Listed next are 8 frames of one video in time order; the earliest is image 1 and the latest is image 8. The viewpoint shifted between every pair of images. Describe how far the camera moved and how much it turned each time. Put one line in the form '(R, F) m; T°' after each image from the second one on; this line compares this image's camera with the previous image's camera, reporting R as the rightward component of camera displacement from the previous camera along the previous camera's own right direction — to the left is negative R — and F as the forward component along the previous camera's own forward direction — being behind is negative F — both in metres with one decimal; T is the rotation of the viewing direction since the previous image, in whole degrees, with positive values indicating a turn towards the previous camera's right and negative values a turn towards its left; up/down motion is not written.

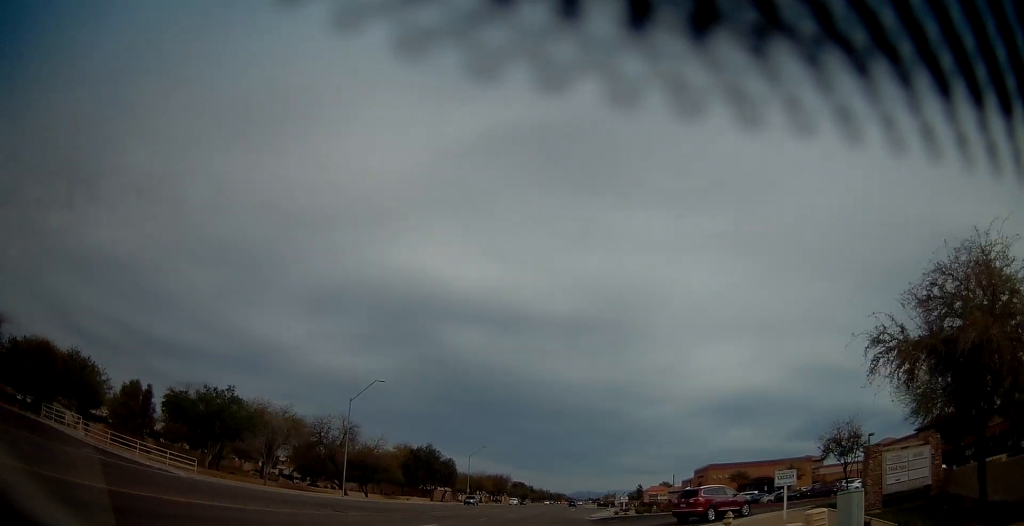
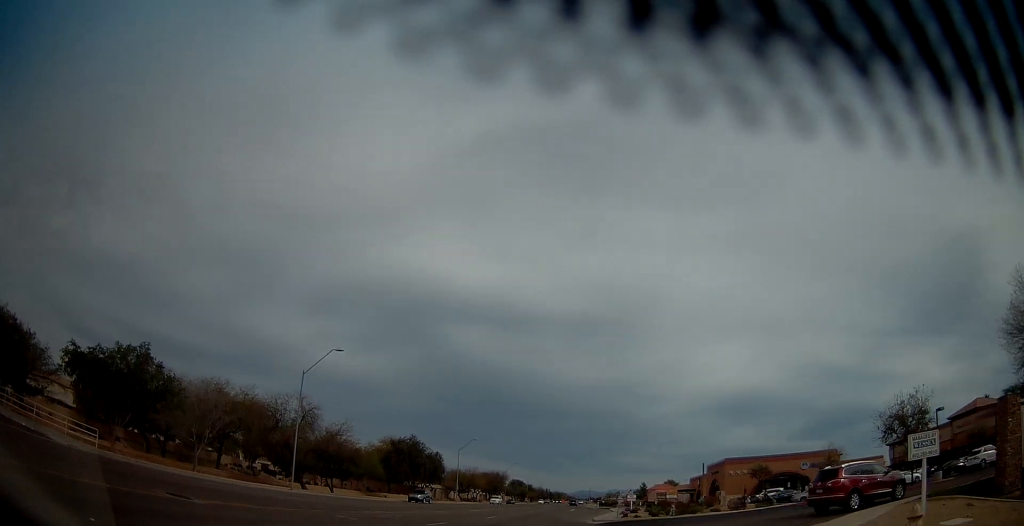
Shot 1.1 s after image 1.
(+0.5, +8.3) m; +5°
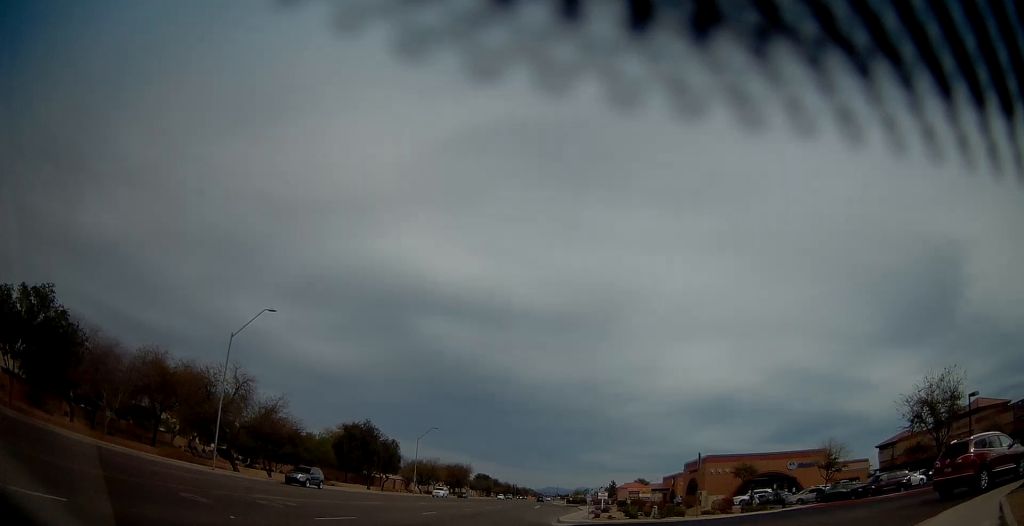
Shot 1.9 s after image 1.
(-0.2, +5.3) m; +14°
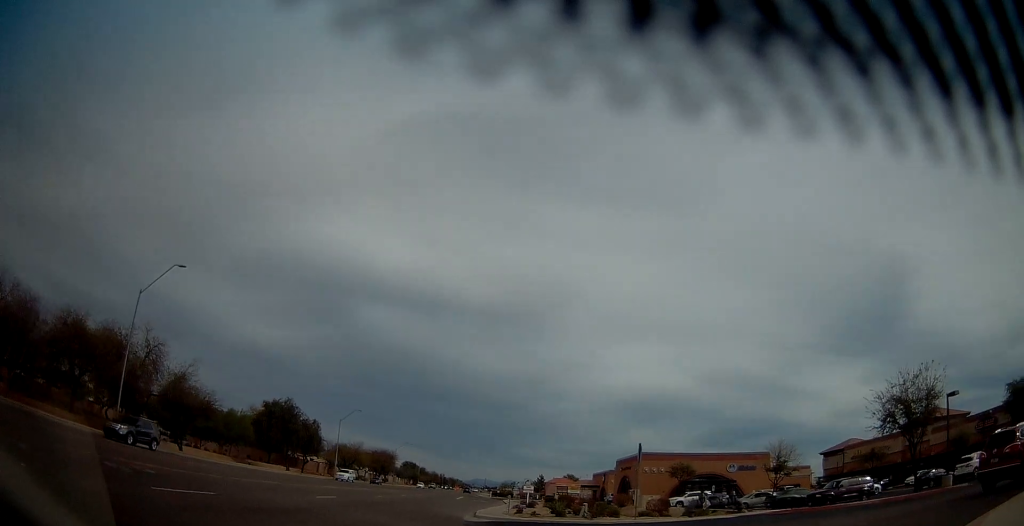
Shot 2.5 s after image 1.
(+0.6, +3.2) m; +26°
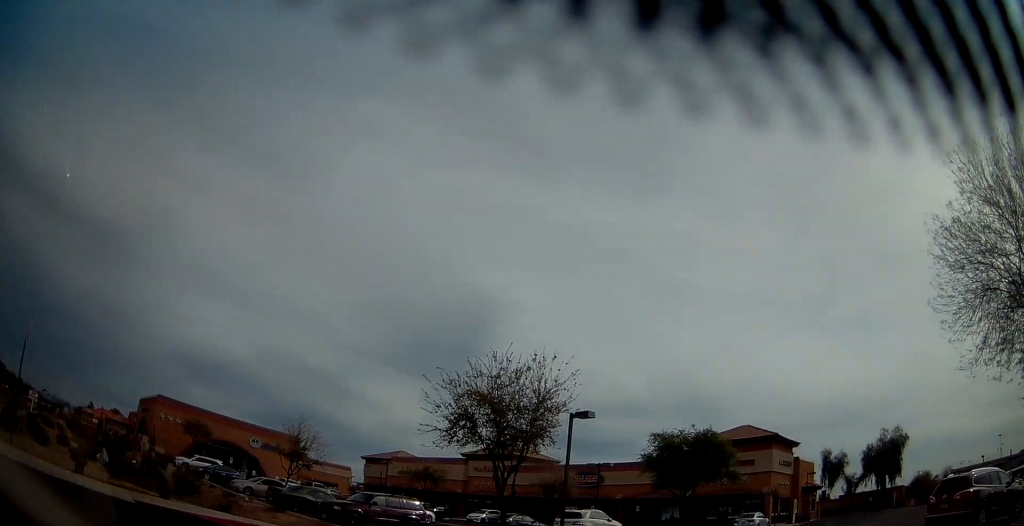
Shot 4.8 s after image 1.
(+2.2, +9.6) m; +12°
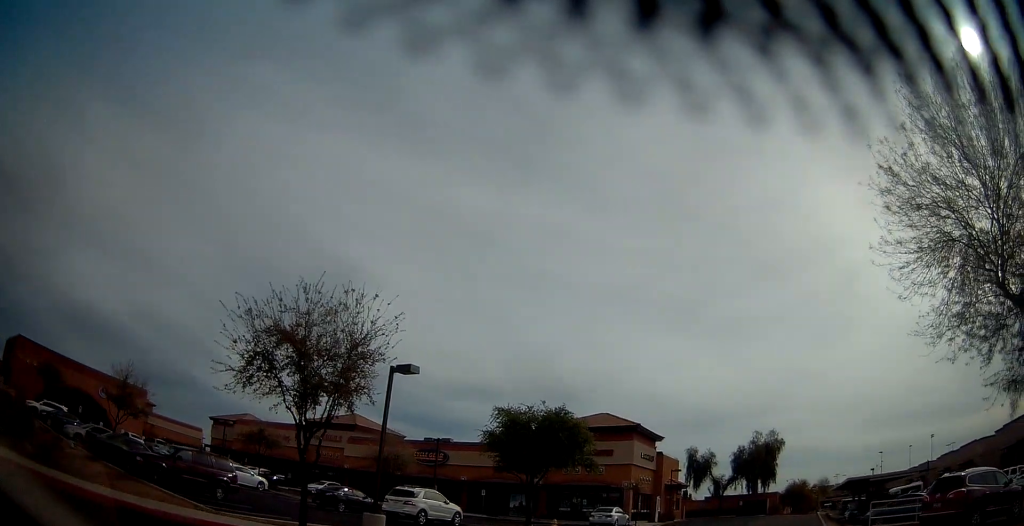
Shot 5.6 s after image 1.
(+1.2, +3.8) m; +15°
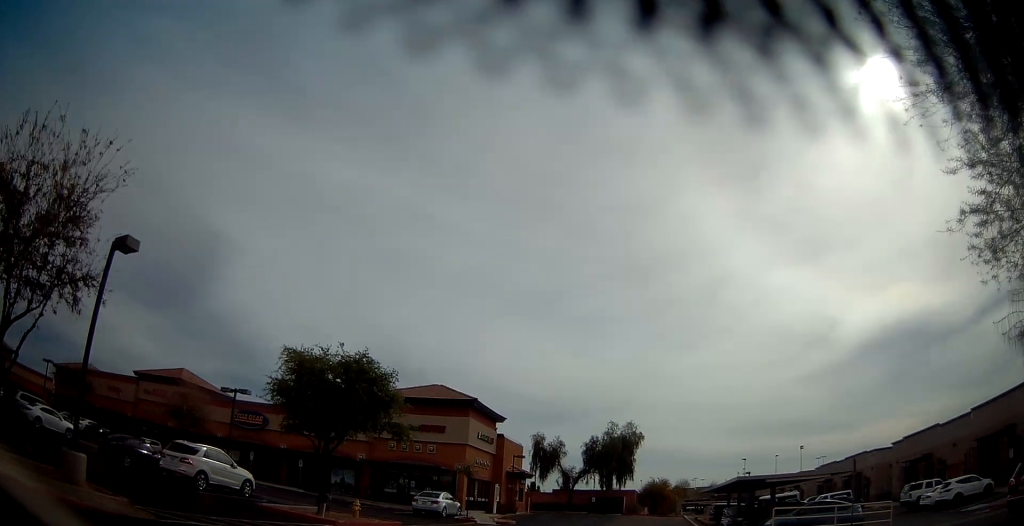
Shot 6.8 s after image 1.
(+0.5, +6.2) m; +10°
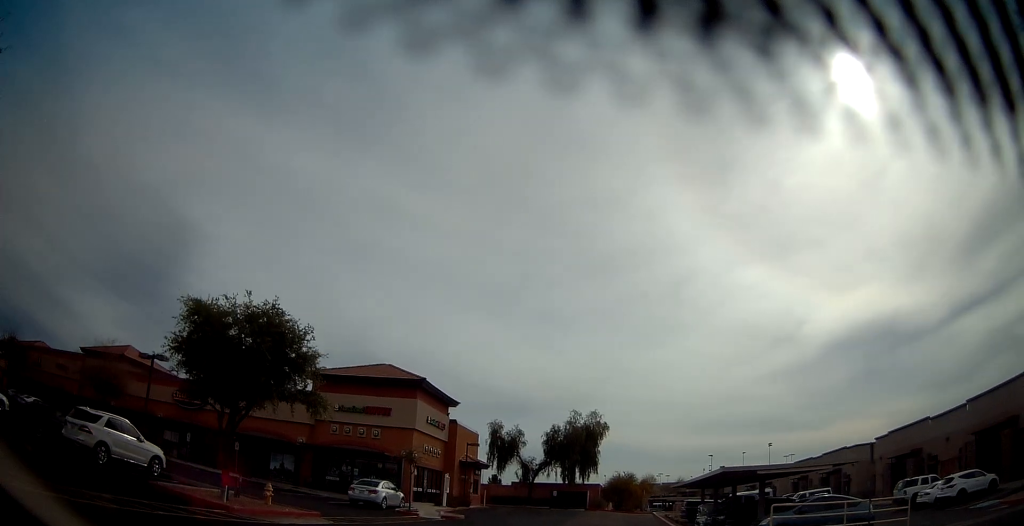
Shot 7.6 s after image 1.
(+0.3, +3.8) m; -3°
